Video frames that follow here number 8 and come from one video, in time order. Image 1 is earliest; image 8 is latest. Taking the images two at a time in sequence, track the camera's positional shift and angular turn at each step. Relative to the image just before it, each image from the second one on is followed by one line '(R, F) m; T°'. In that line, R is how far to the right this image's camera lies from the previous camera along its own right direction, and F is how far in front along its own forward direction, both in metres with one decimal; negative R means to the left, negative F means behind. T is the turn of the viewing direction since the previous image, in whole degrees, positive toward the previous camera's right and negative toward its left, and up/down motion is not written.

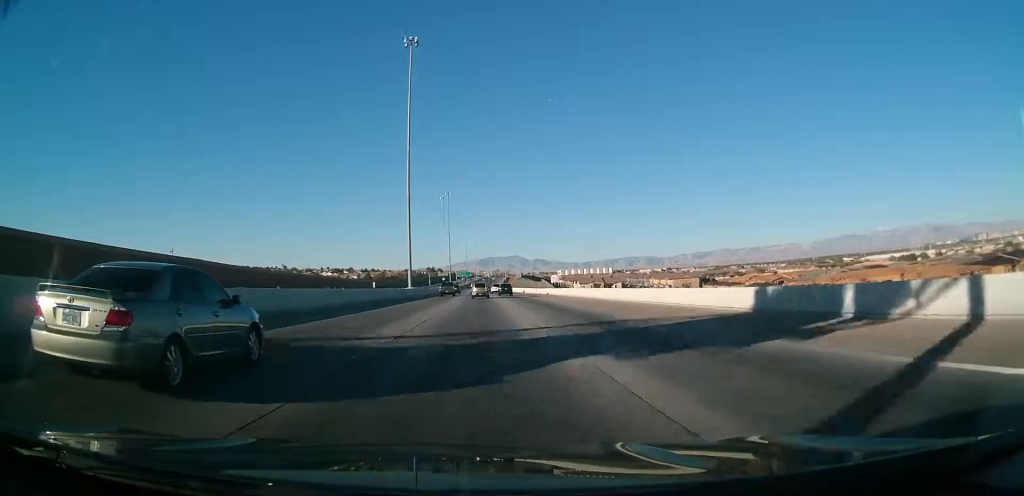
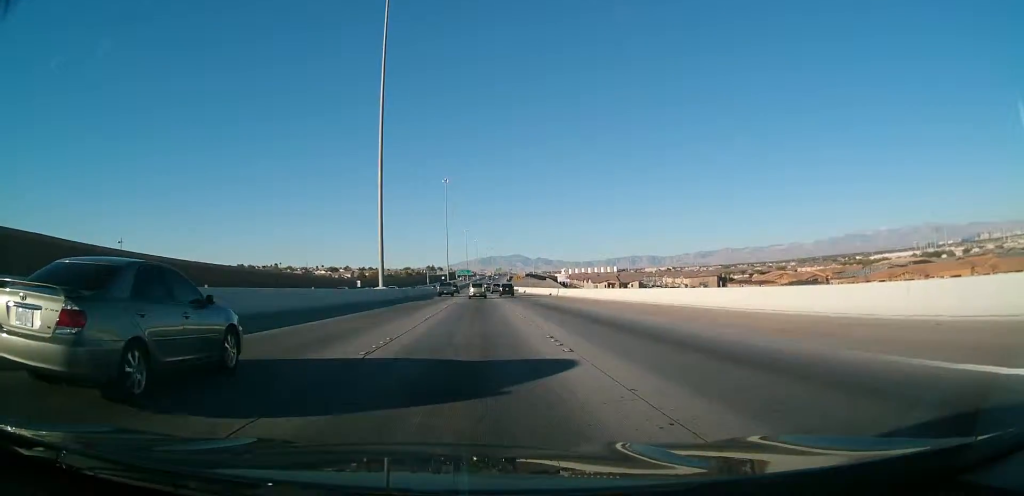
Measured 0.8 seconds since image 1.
(-0.3, +26.1) m; -1°
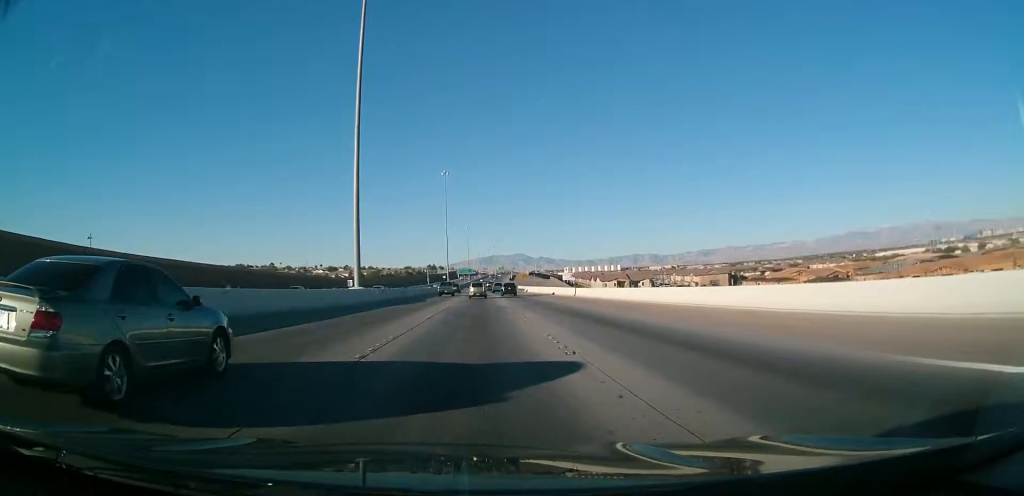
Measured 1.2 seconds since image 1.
(-0.1, +13.0) m; -1°
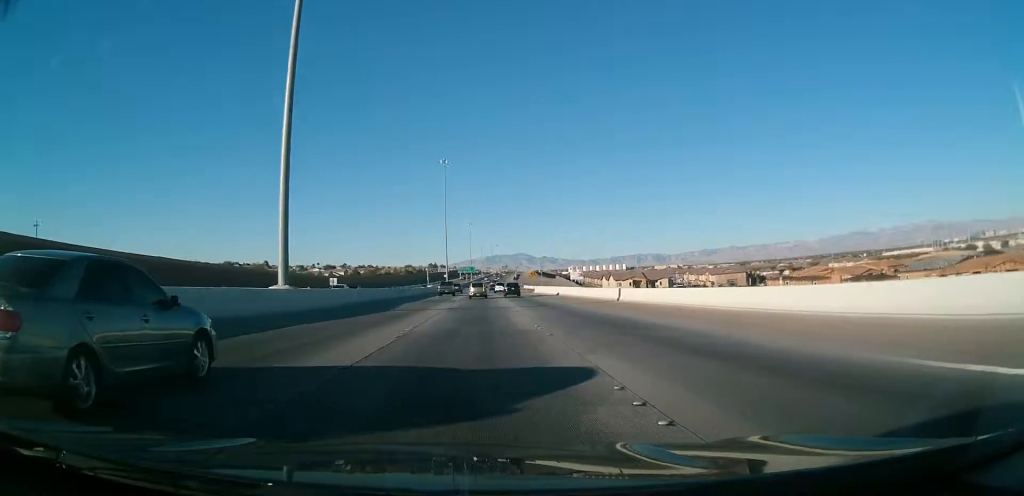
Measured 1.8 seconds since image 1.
(0.0, +19.5) m; 0°
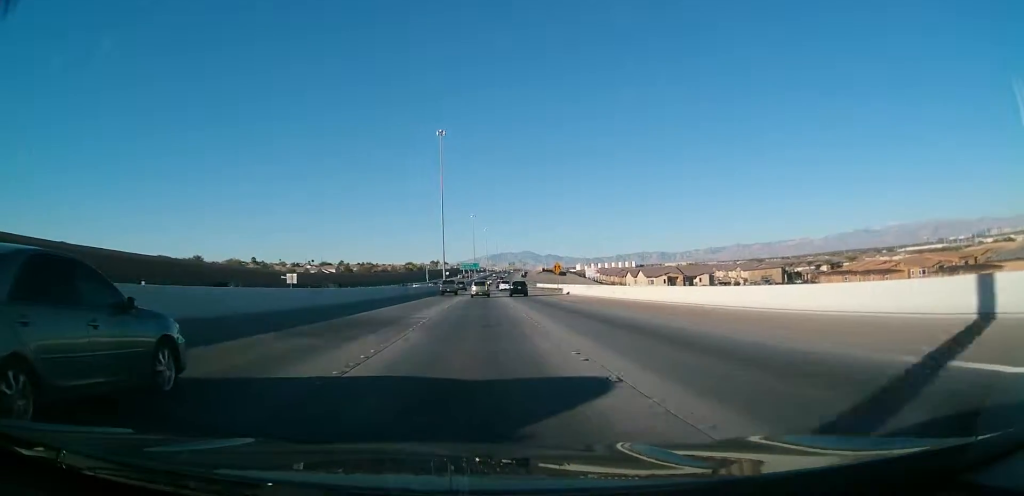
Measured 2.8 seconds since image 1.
(-0.2, +33.4) m; -1°
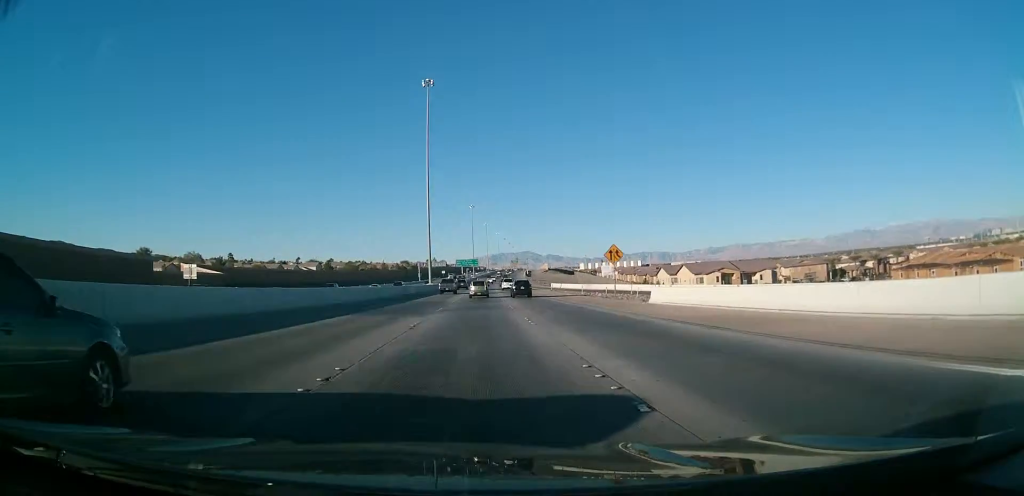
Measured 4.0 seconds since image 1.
(-0.1, +38.8) m; 0°
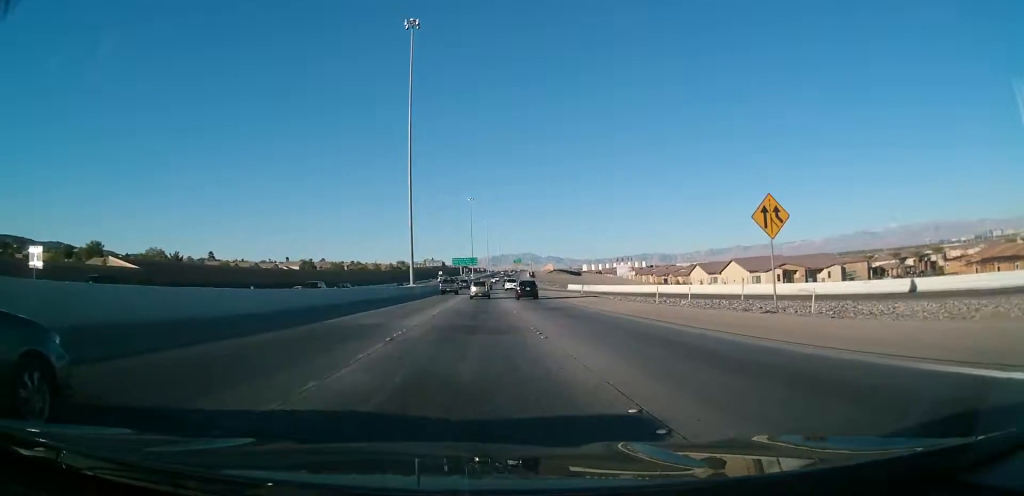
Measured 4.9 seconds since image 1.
(0.0, +28.0) m; +1°
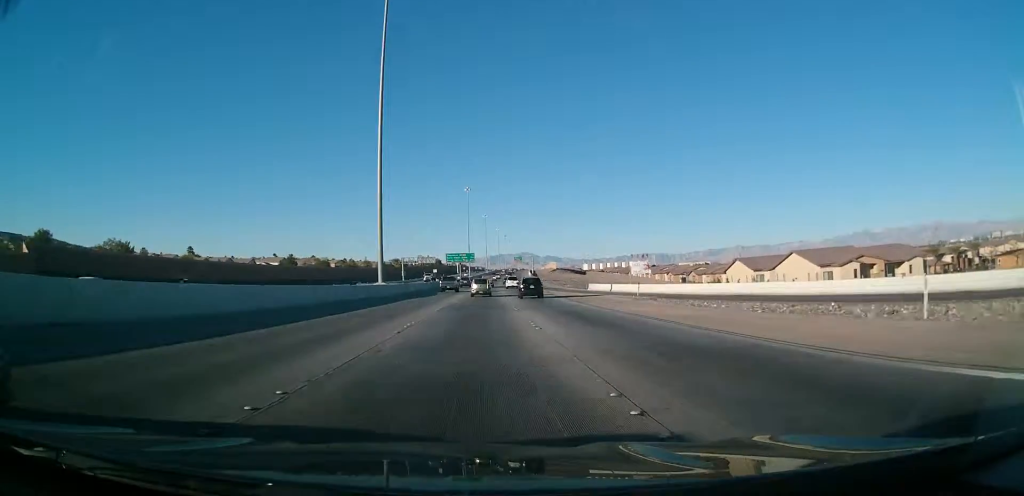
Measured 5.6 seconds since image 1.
(+0.1, +23.6) m; 0°
